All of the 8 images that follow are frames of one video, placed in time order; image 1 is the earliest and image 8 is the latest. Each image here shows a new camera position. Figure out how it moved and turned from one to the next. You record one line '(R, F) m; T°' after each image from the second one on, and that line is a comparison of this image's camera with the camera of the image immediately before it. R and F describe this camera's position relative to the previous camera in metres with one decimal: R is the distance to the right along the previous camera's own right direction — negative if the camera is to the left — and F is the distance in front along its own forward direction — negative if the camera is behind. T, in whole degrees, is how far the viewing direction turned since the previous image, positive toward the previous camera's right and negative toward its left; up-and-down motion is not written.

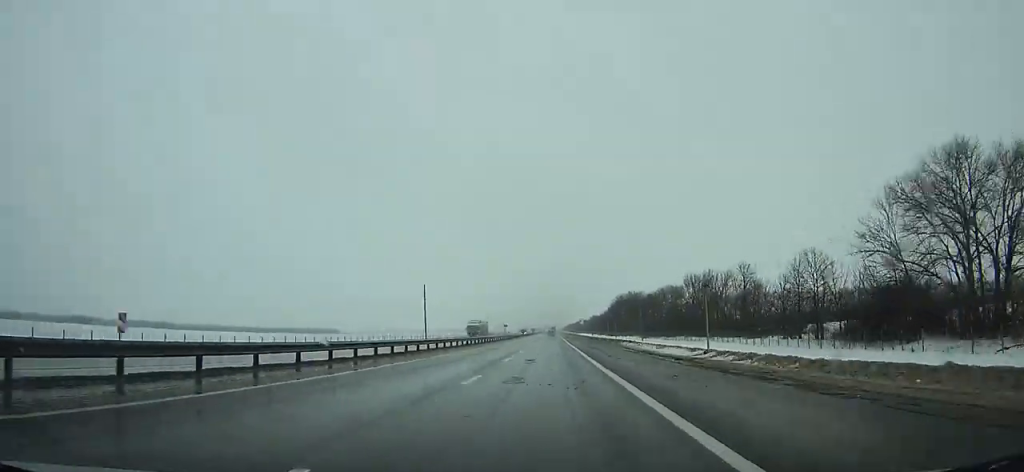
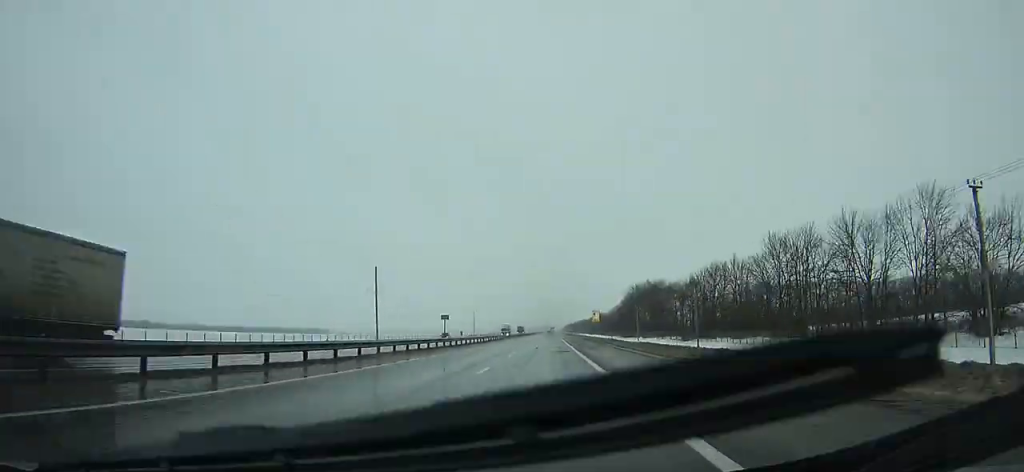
(+0.2, +55.7) m; 0°
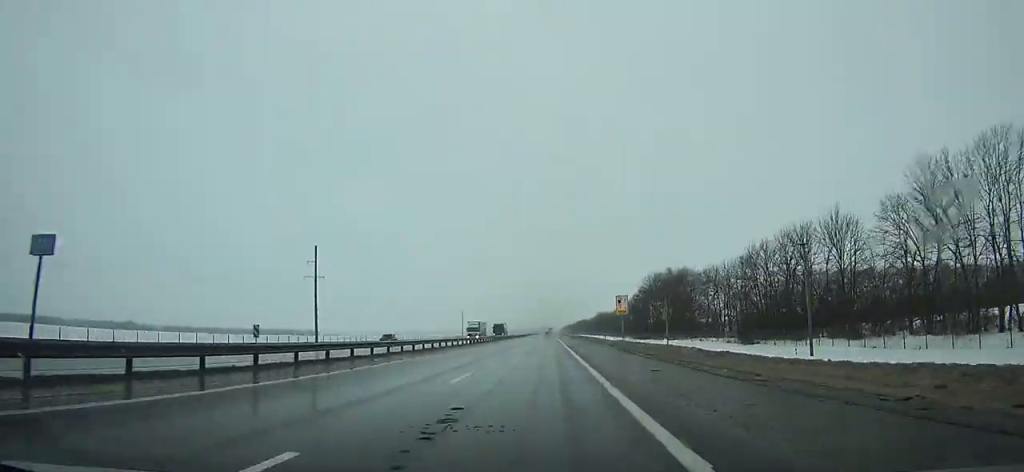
(-0.1, +39.9) m; 0°
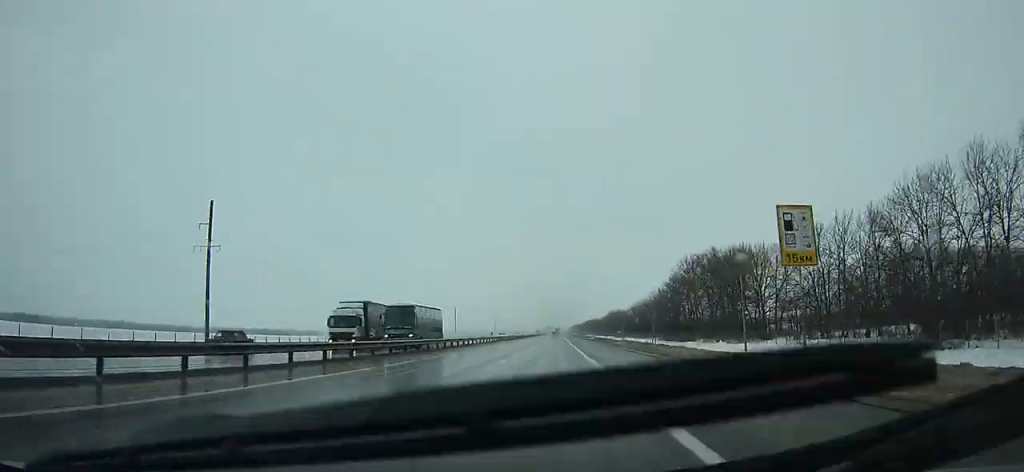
(-0.1, +40.1) m; 0°
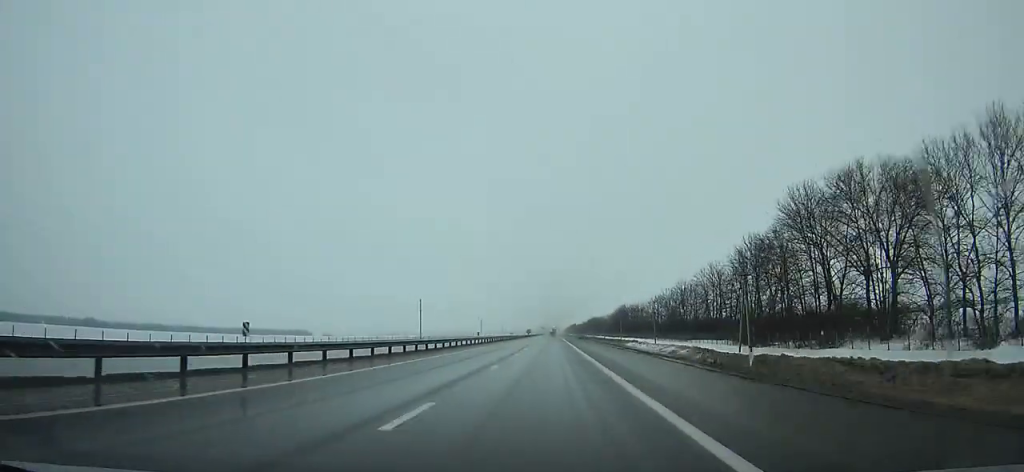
(0.0, +62.1) m; 0°
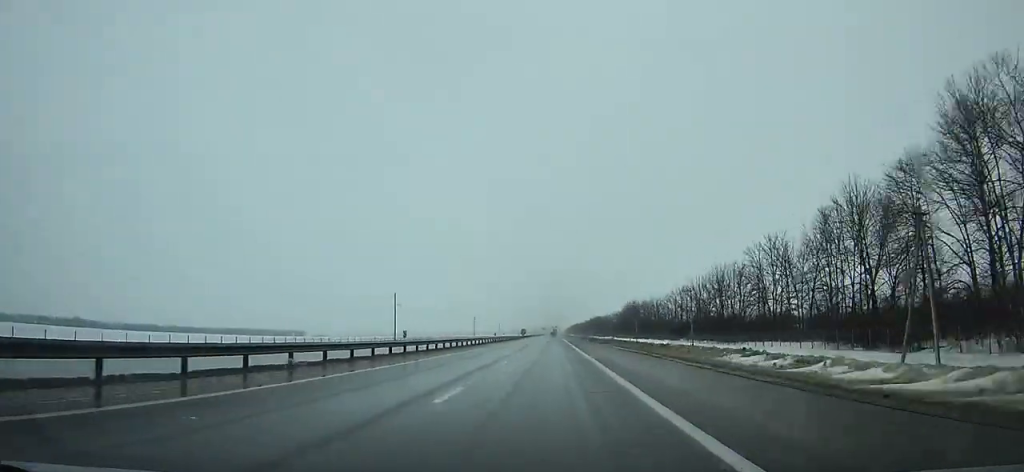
(+0.1, +33.6) m; 0°
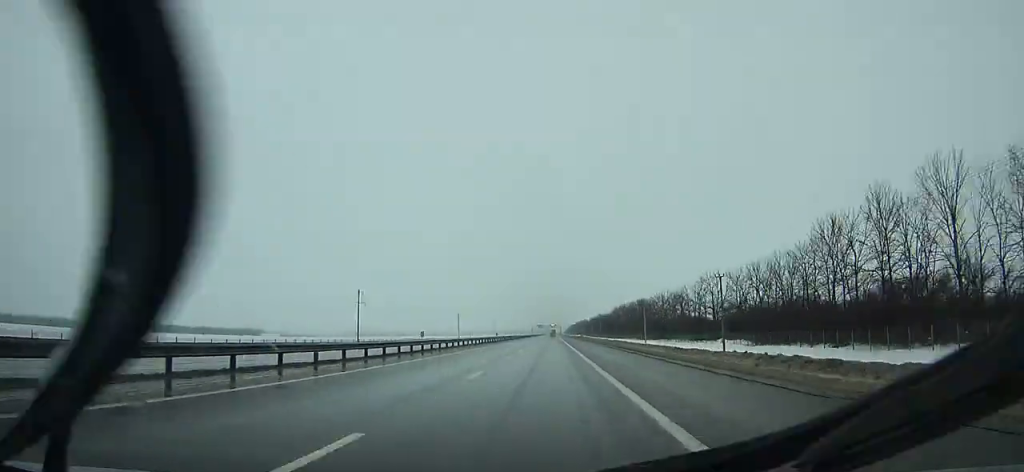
(-0.1, +197.5) m; 0°
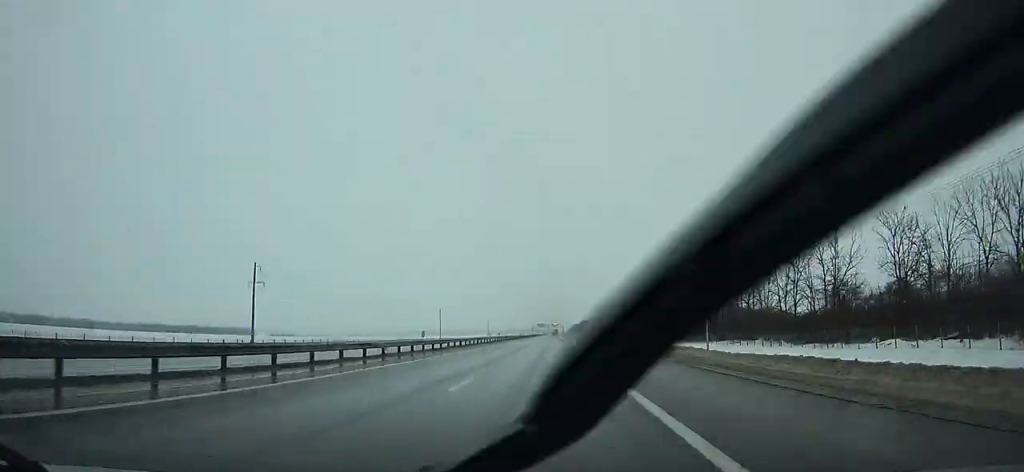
(0.0, +52.5) m; 0°
